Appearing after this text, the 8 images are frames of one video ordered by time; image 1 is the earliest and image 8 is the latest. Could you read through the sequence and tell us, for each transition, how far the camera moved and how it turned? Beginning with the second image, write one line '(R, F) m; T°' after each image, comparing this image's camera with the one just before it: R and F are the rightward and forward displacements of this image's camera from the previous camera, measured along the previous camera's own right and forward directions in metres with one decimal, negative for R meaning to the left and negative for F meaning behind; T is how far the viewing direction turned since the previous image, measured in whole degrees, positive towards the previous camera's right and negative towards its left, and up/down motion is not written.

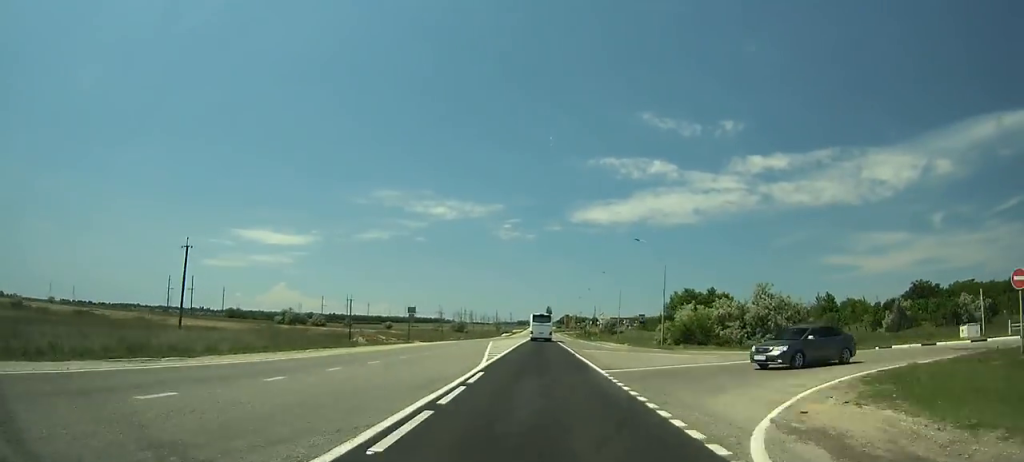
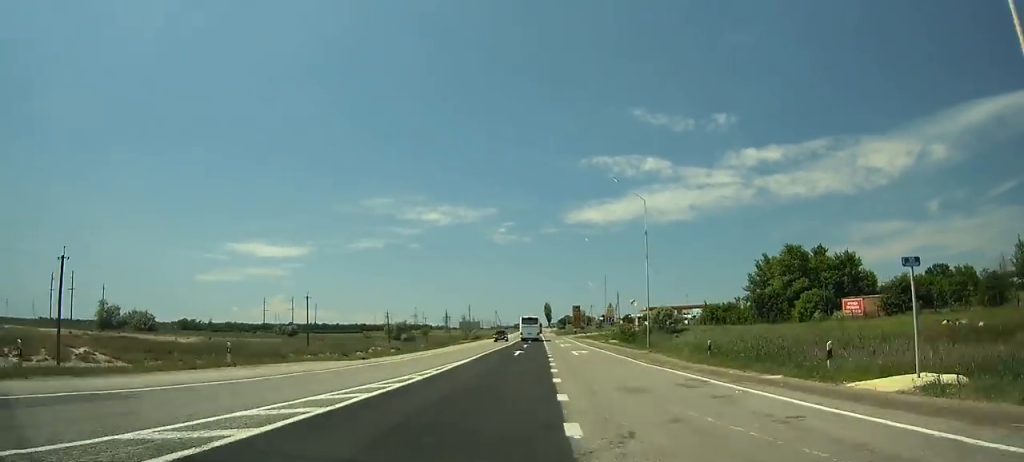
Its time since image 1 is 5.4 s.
(+0.3, +116.7) m; 0°
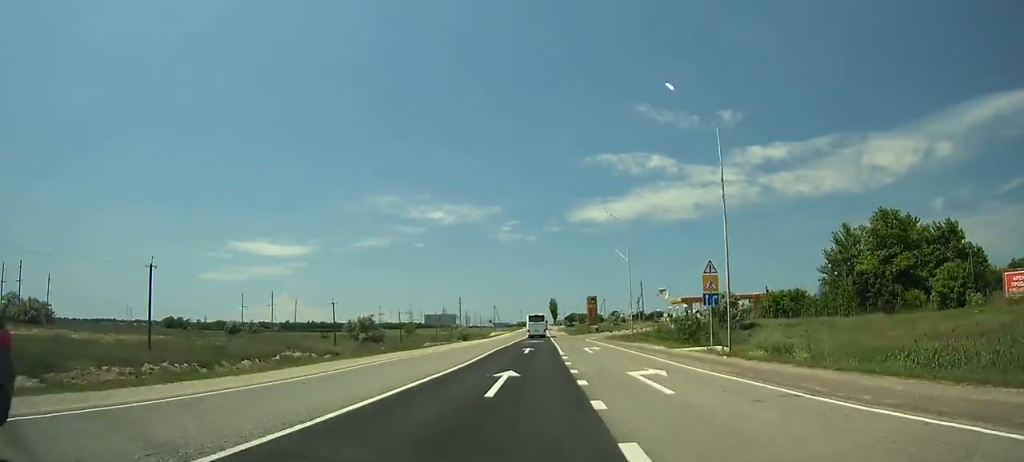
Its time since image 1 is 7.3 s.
(-0.1, +41.6) m; 0°
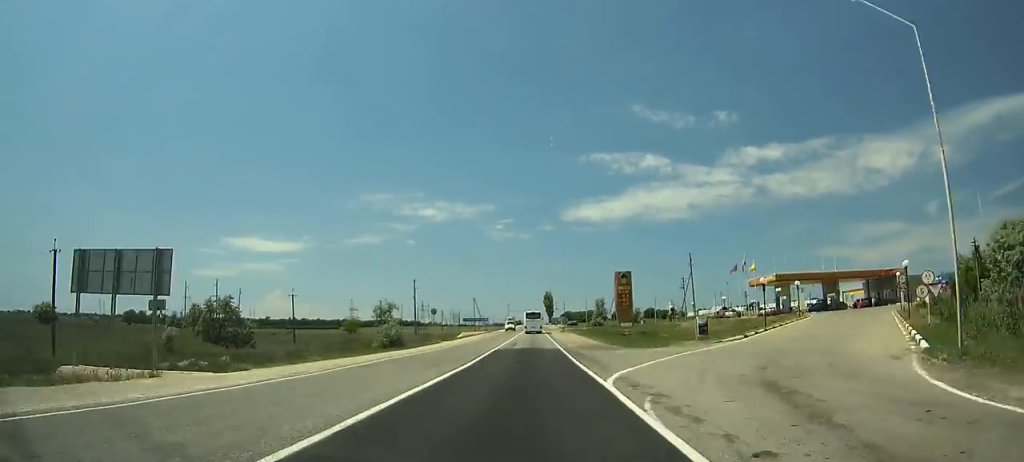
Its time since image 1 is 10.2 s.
(-0.3, +63.9) m; 0°
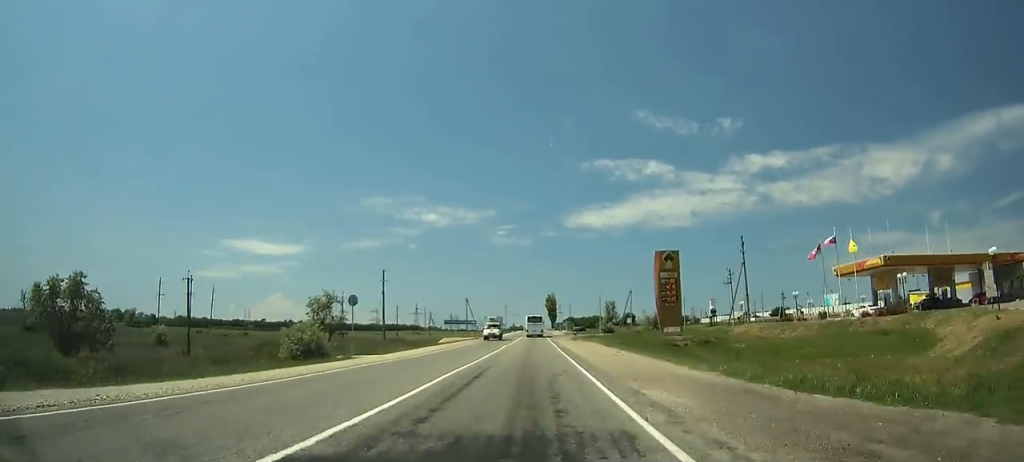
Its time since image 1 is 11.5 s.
(0.0, +28.8) m; 0°
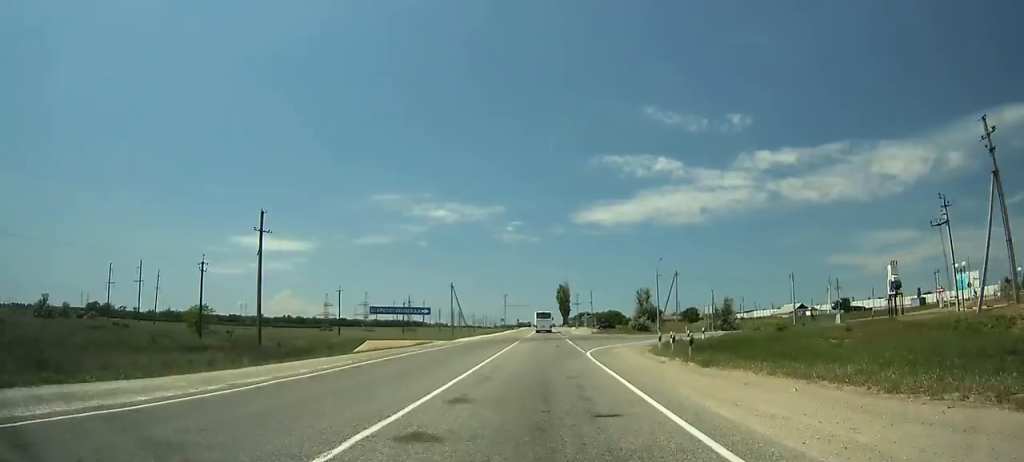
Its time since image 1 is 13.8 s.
(+0.1, +50.9) m; 0°
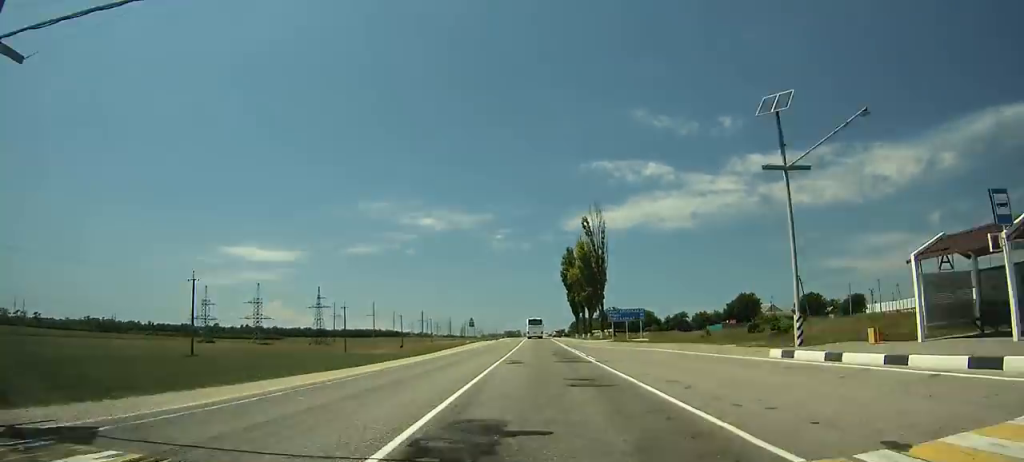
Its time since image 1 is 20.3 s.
(+0.7, +143.5) m; 0°
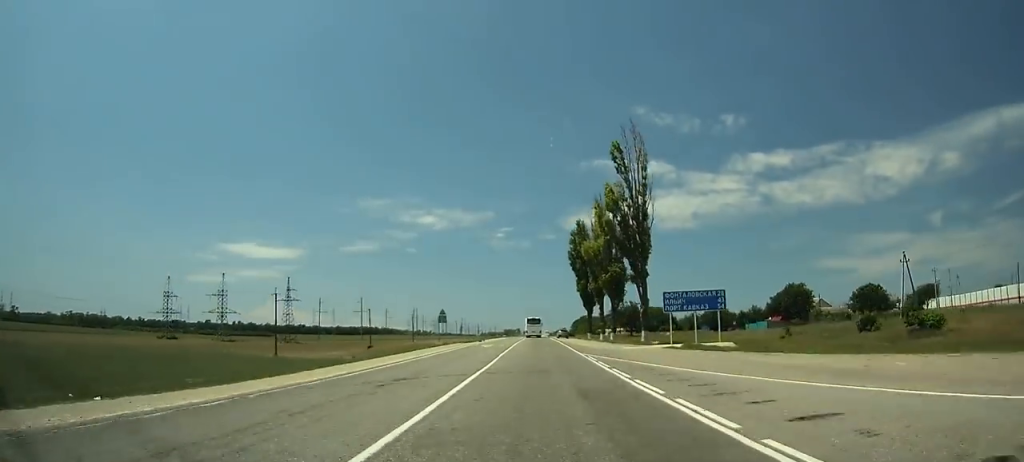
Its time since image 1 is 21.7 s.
(+0.1, +30.7) m; 0°
